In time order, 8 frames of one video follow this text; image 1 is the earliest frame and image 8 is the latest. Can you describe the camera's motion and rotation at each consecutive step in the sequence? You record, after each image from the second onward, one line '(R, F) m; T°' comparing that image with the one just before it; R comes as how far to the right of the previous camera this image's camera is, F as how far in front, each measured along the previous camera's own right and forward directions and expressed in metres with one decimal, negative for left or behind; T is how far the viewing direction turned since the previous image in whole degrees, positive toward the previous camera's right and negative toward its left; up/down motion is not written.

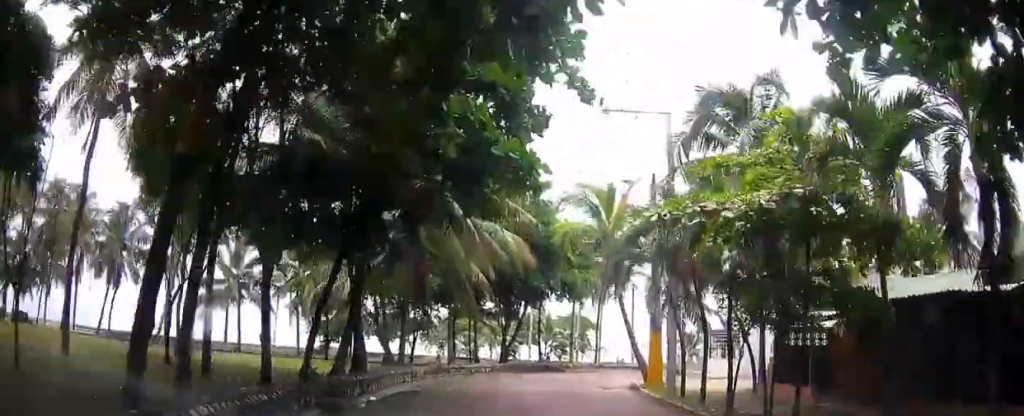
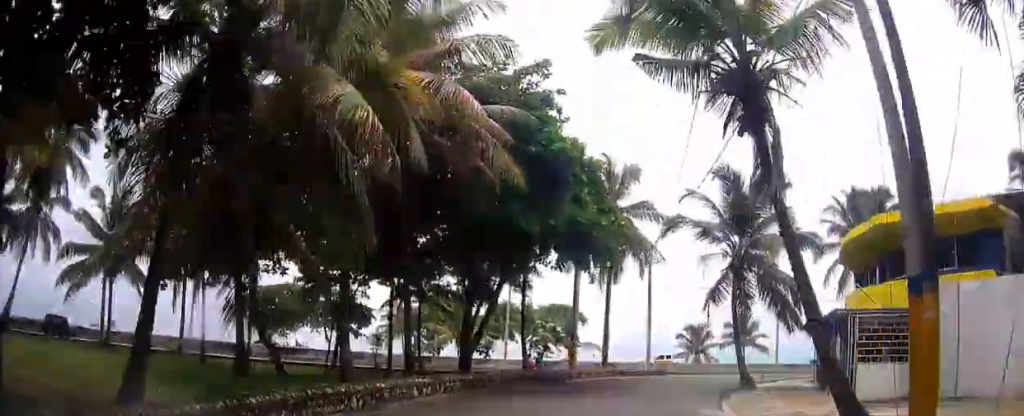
(-0.6, +16.6) m; +5°
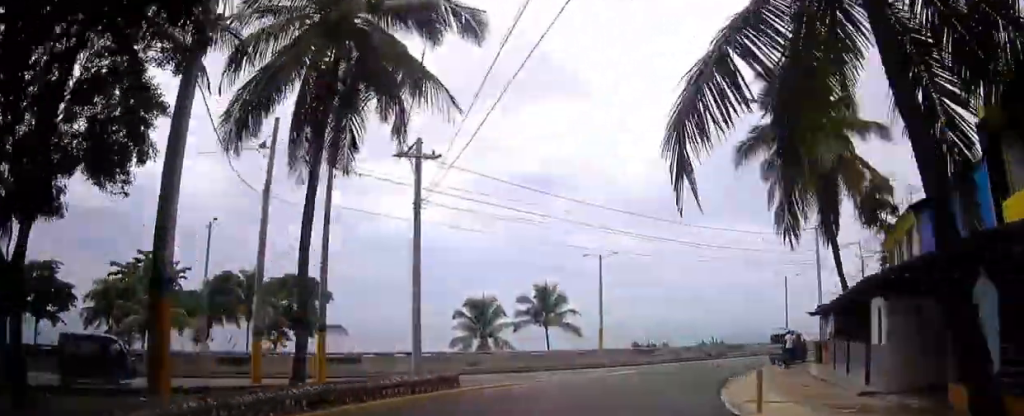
(+2.7, +23.2) m; +19°
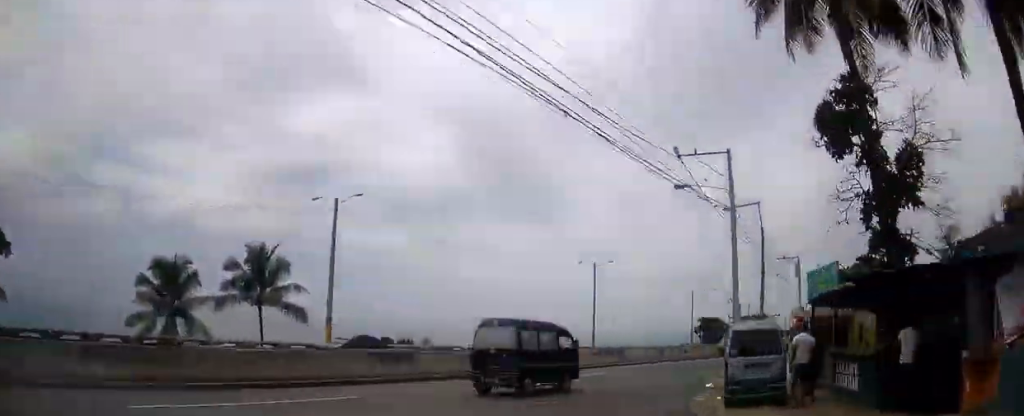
(+4.2, +22.2) m; +23°
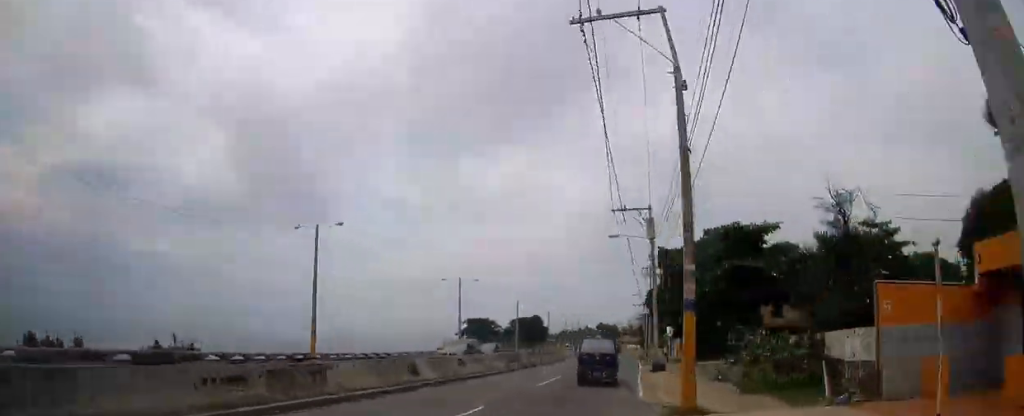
(+6.1, +25.2) m; +20°
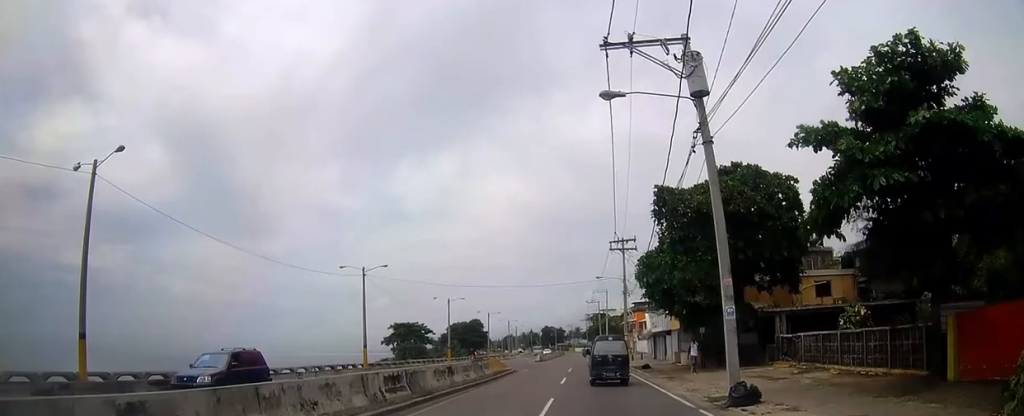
(+1.4, +19.5) m; +5°
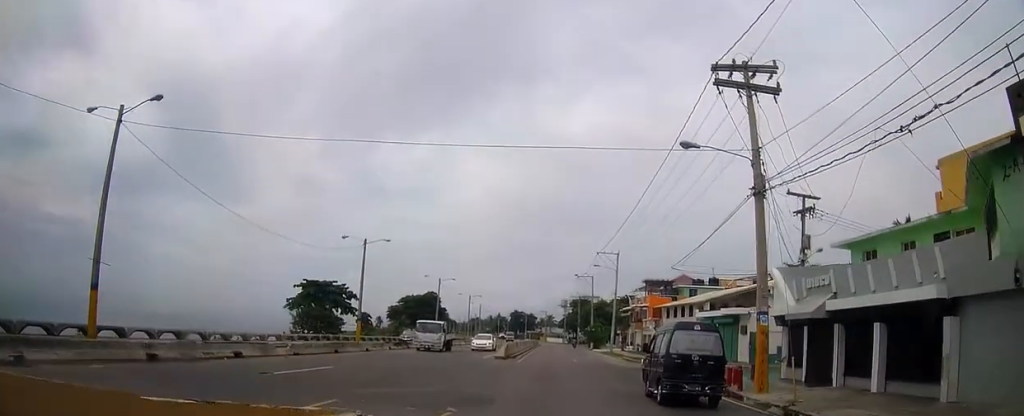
(+1.2, +27.4) m; +3°
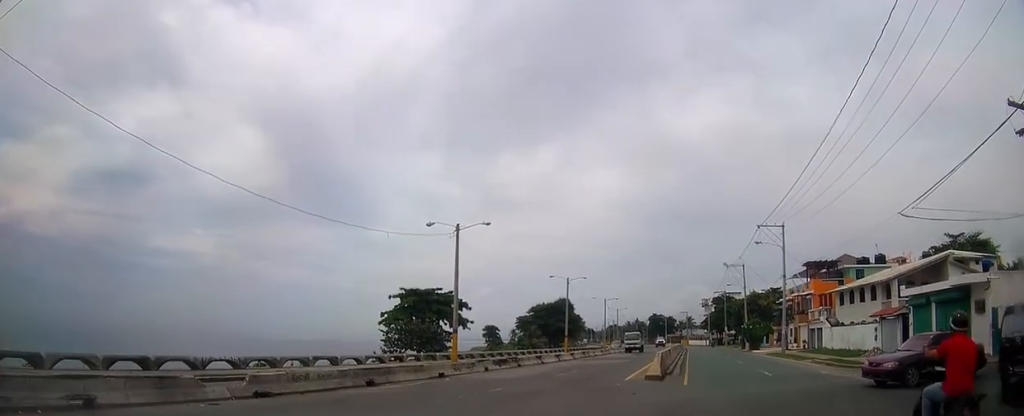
(-0.2, +15.8) m; -16°
